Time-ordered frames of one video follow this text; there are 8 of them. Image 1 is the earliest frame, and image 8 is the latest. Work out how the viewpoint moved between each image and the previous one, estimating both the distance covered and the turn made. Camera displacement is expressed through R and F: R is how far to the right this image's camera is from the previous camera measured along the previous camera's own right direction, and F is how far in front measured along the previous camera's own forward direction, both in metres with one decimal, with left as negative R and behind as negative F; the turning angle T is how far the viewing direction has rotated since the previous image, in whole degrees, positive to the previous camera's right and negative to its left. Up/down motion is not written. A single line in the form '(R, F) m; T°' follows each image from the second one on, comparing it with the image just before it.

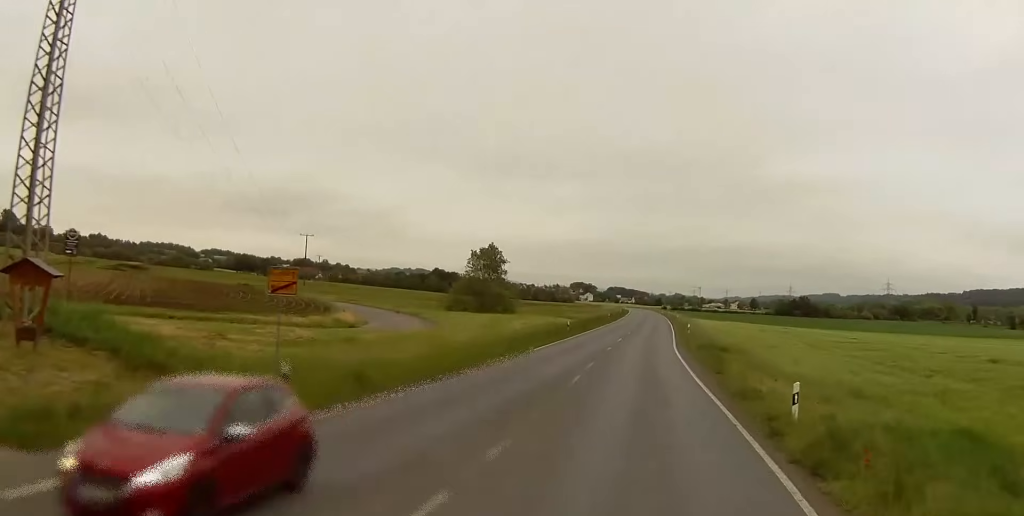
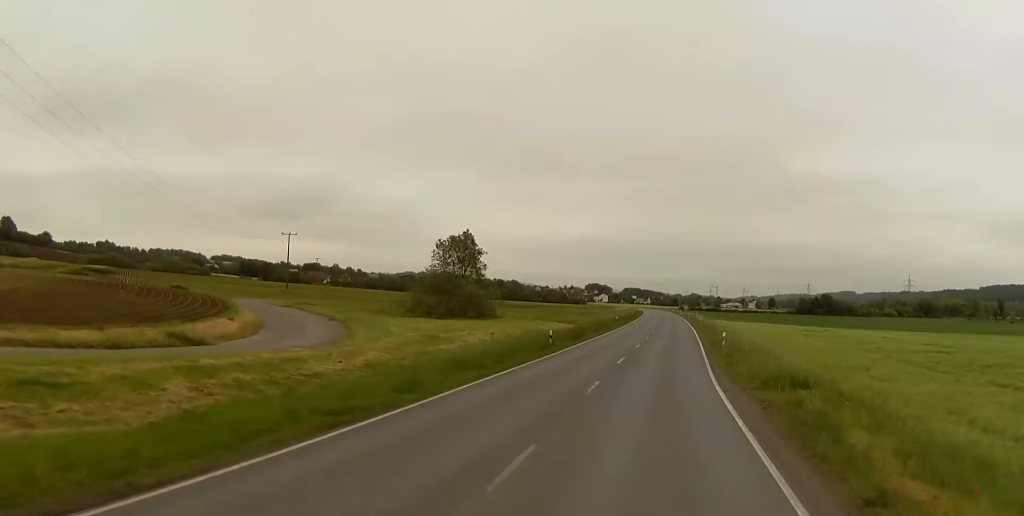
(-1.1, +20.6) m; -5°
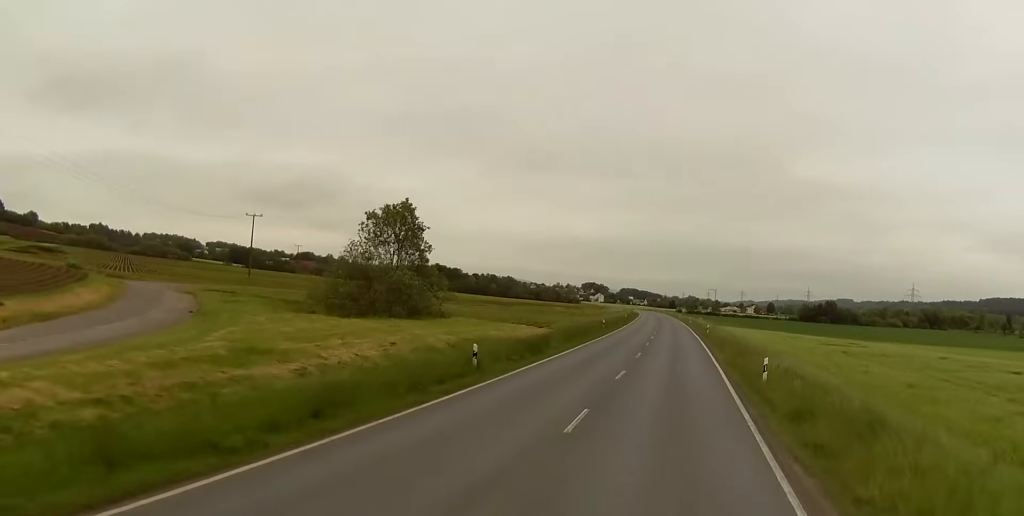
(-0.3, +18.8) m; 0°
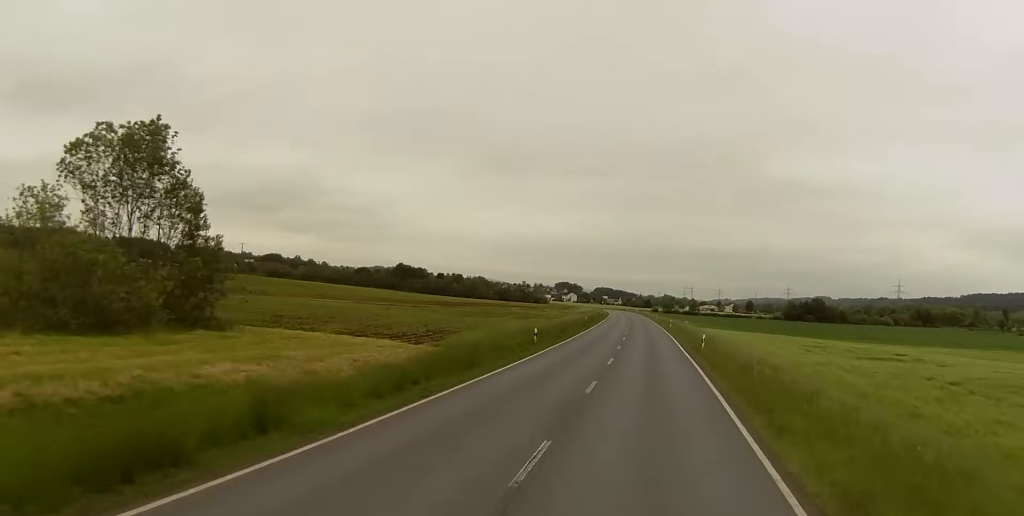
(+0.2, +28.4) m; 0°
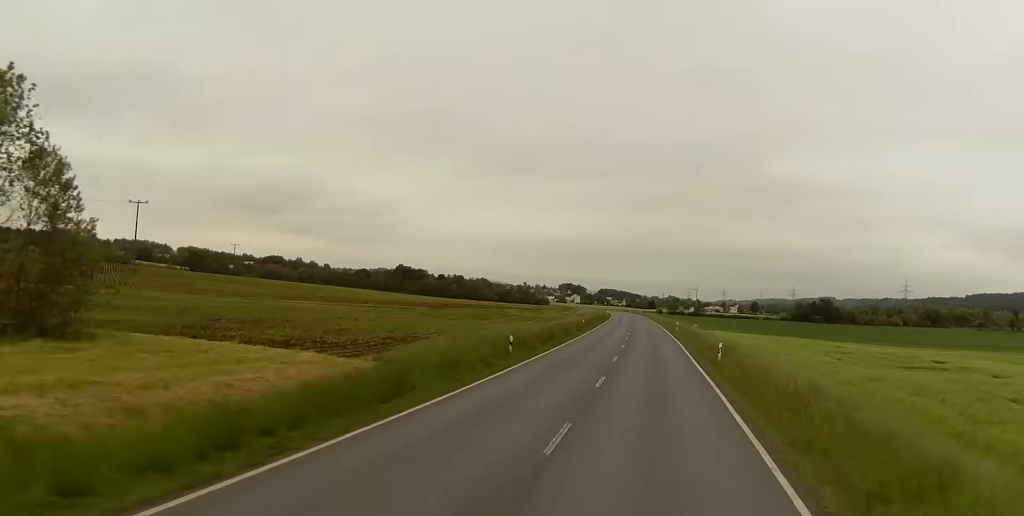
(0.0, +9.3) m; 0°
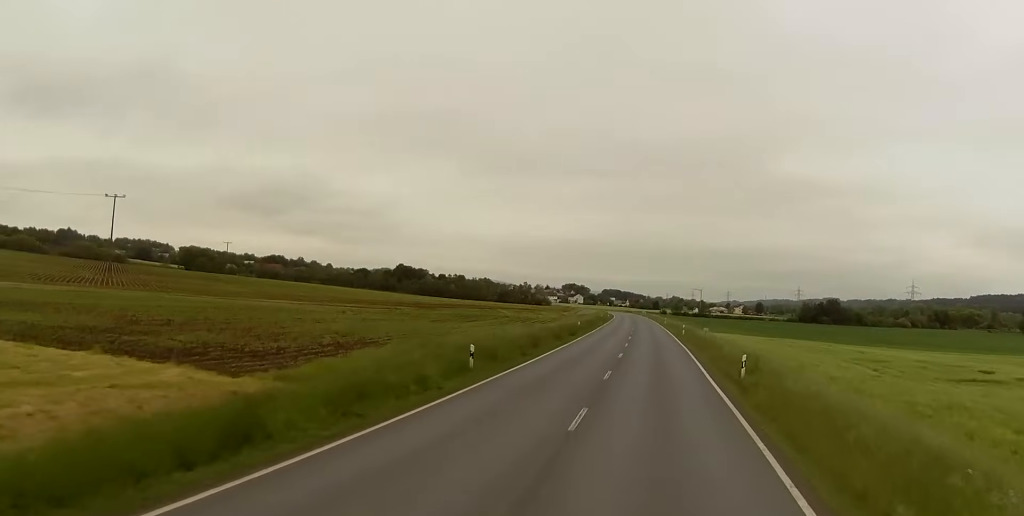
(0.0, +8.7) m; 0°
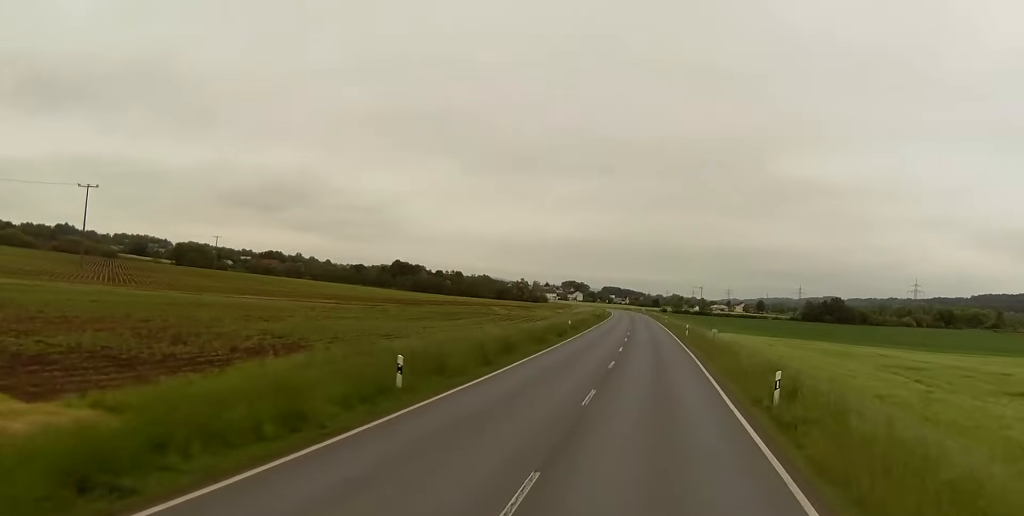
(0.0, +8.3) m; +1°
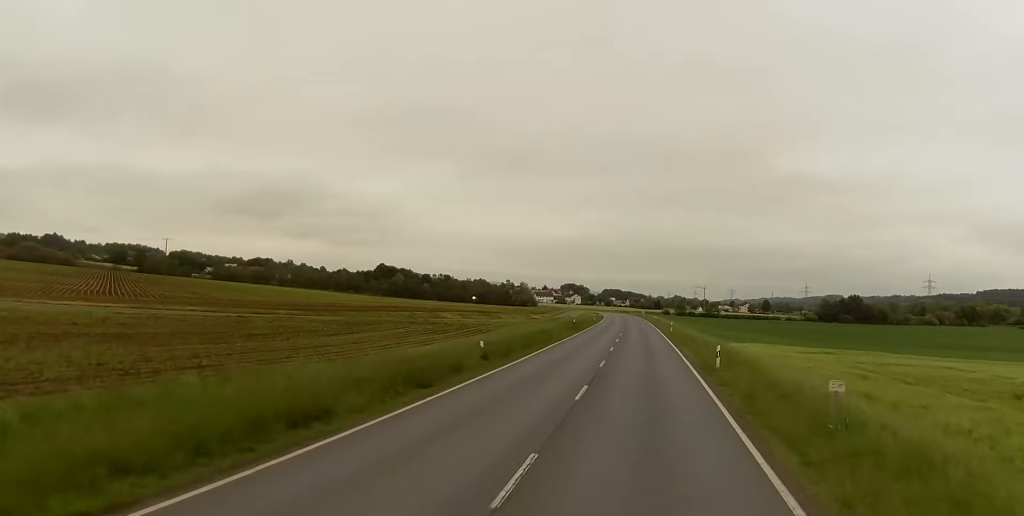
(+0.7, +33.8) m; +1°
